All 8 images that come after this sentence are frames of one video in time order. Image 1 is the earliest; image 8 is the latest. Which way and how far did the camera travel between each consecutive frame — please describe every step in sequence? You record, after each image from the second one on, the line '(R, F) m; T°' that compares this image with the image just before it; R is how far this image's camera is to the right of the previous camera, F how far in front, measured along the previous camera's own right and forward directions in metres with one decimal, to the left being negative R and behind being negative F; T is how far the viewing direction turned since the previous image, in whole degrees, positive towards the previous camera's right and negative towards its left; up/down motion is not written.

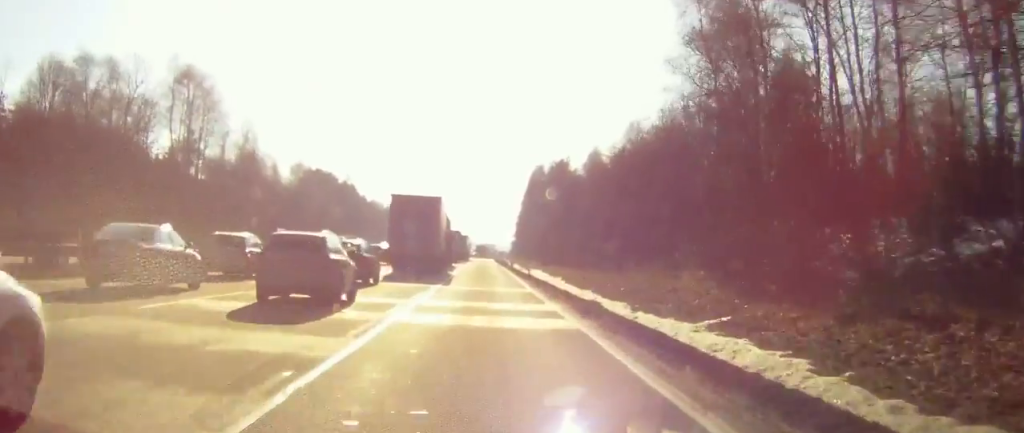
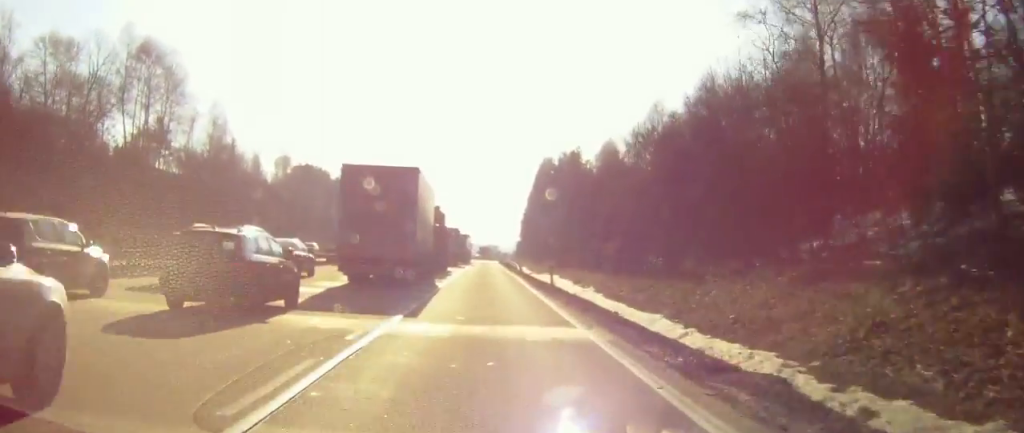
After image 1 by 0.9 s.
(-0.3, +15.5) m; -1°
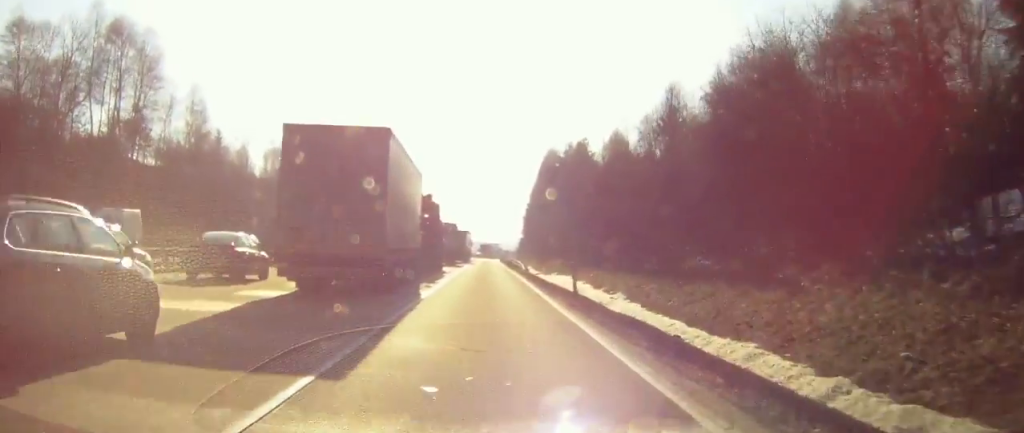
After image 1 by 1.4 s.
(0.0, +9.1) m; 0°
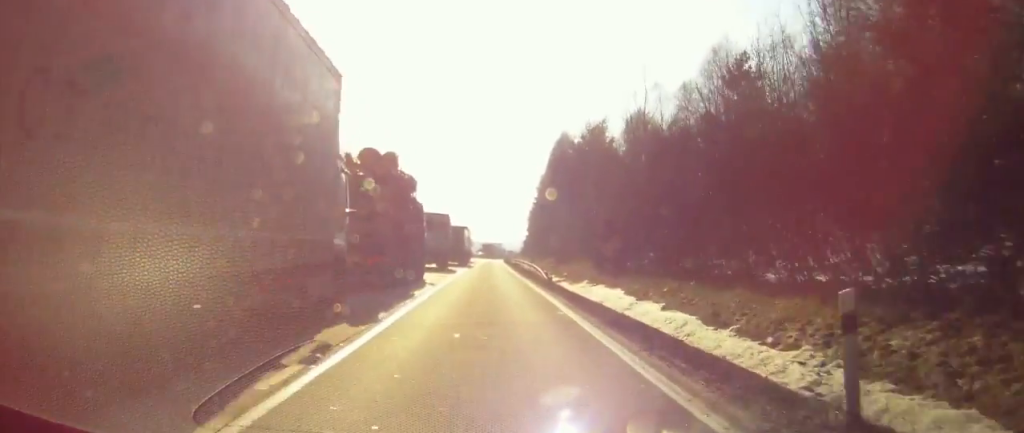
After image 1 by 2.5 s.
(+0.1, +19.5) m; 0°
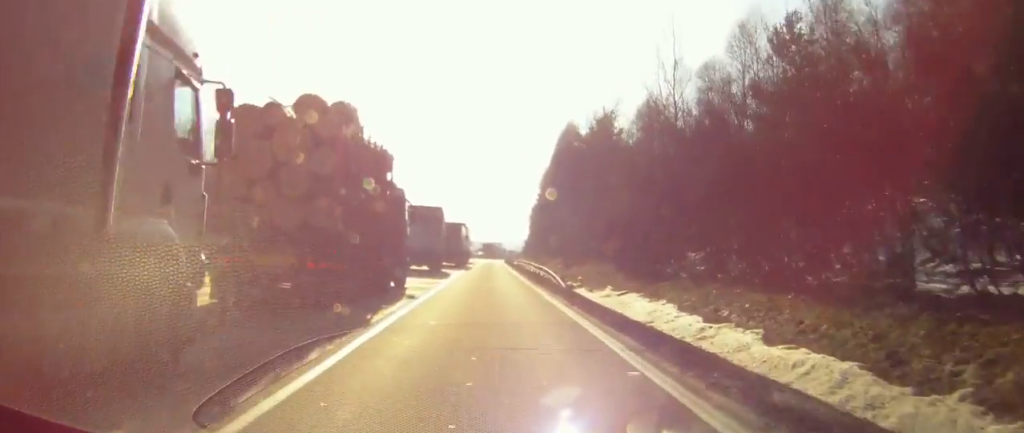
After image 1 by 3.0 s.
(+0.1, +9.6) m; 0°
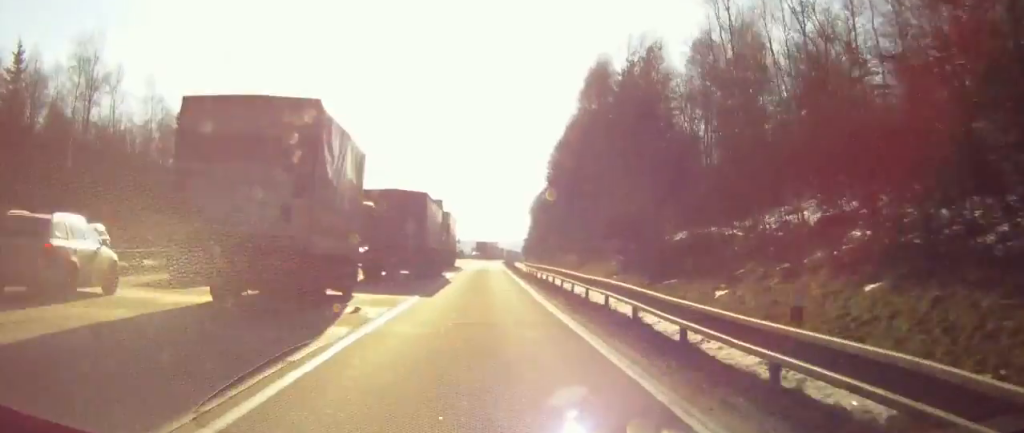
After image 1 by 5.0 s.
(+0.7, +37.4) m; +1°
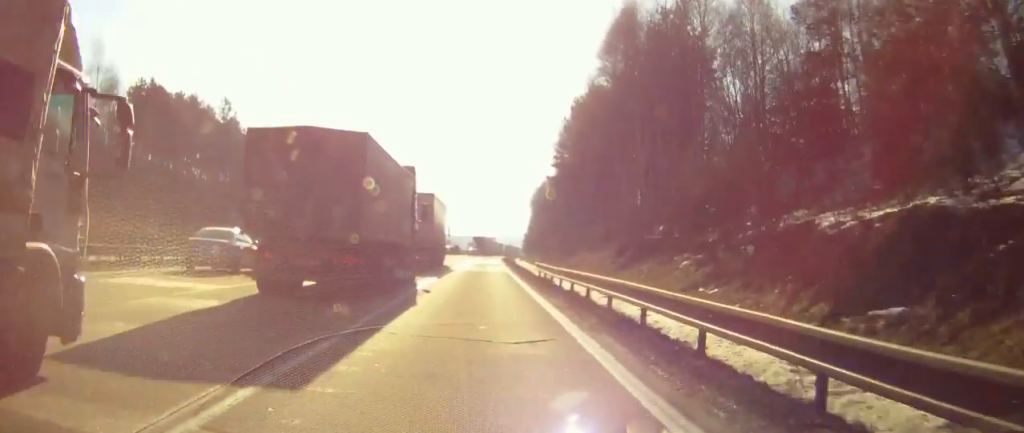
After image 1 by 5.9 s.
(-0.5, +17.7) m; -2°
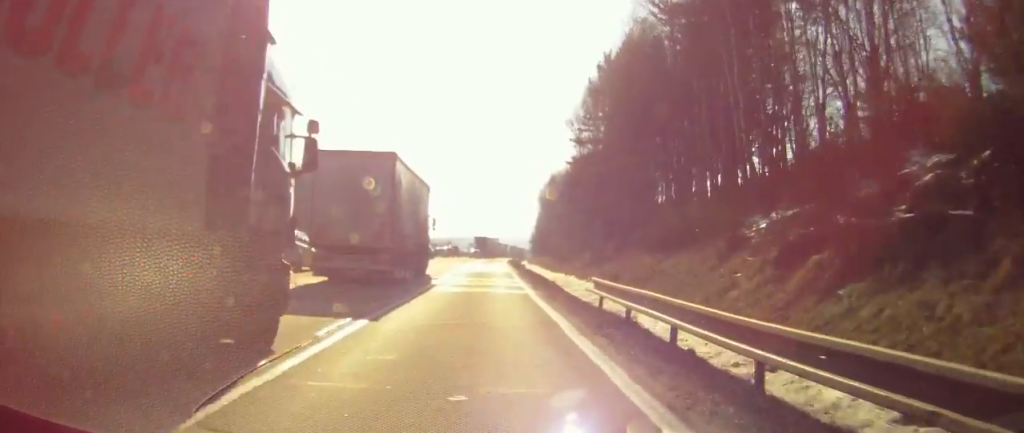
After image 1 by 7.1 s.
(-0.1, +22.3) m; +2°
